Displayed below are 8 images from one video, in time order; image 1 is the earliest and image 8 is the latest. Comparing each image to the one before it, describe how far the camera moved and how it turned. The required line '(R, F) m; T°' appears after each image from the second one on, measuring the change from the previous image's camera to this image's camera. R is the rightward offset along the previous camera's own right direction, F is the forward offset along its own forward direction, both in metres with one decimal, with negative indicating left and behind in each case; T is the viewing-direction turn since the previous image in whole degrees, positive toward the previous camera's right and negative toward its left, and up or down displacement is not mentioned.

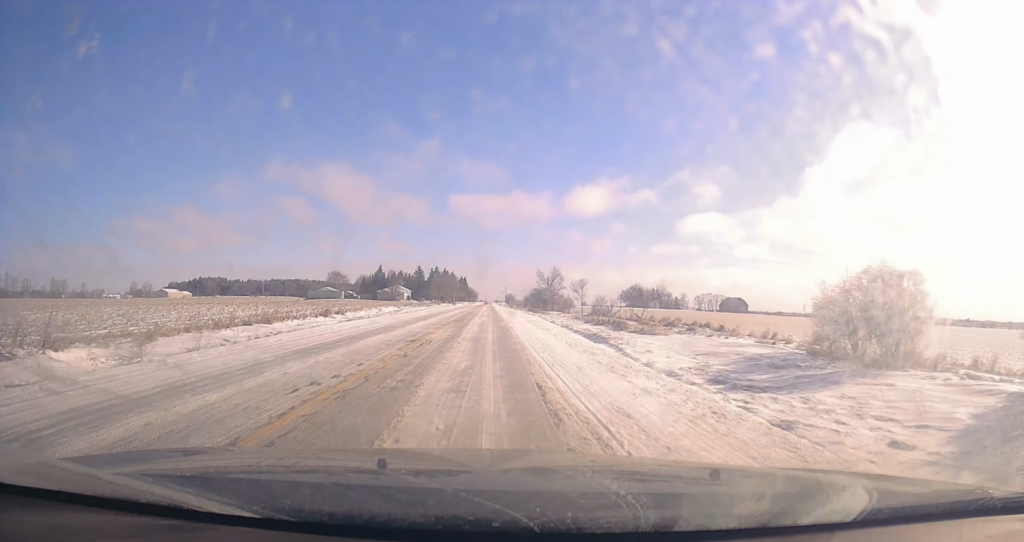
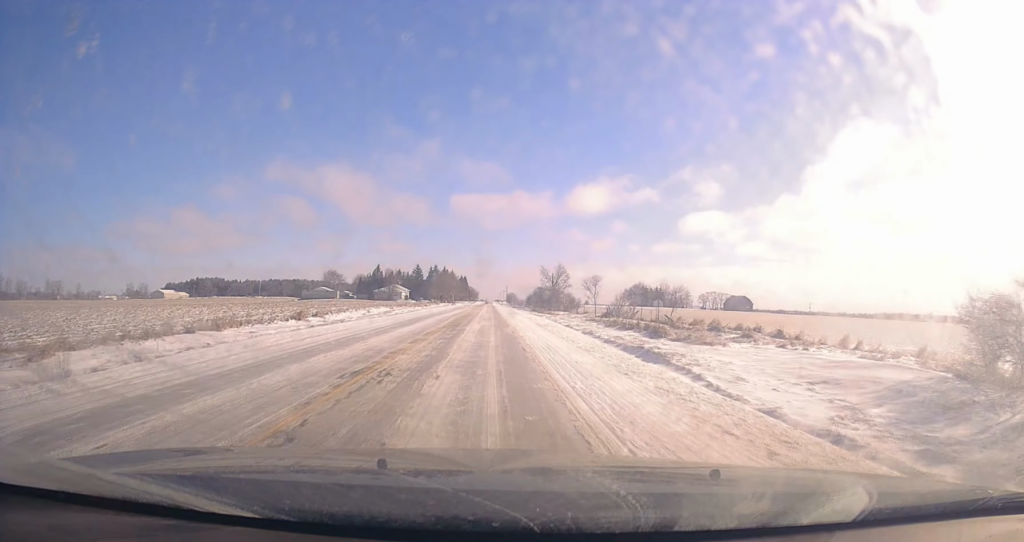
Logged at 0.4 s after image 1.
(+0.2, +7.2) m; 0°
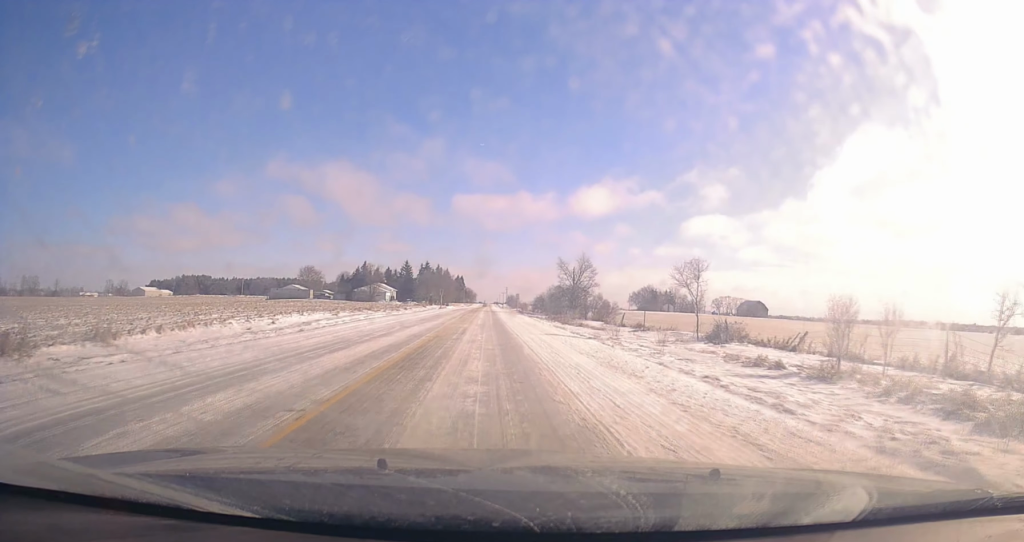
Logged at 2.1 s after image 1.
(-0.9, +28.3) m; -2°
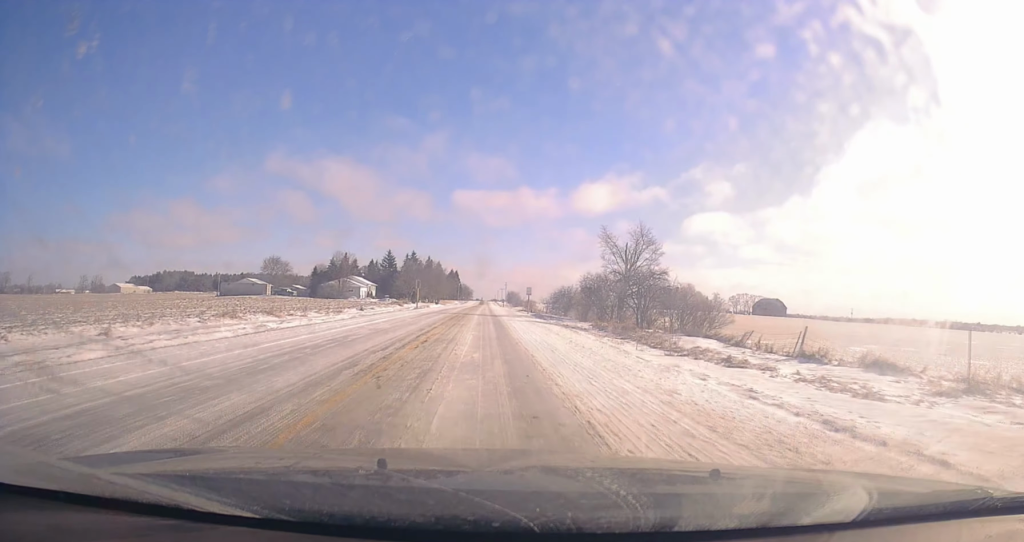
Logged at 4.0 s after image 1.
(+0.7, +31.4) m; +2°
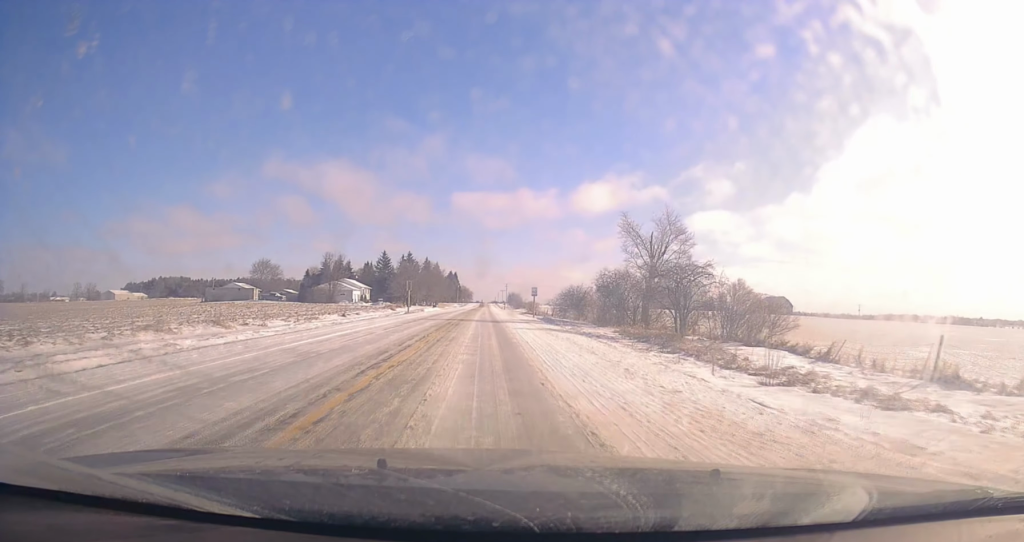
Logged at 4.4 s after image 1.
(+0.3, +7.6) m; 0°
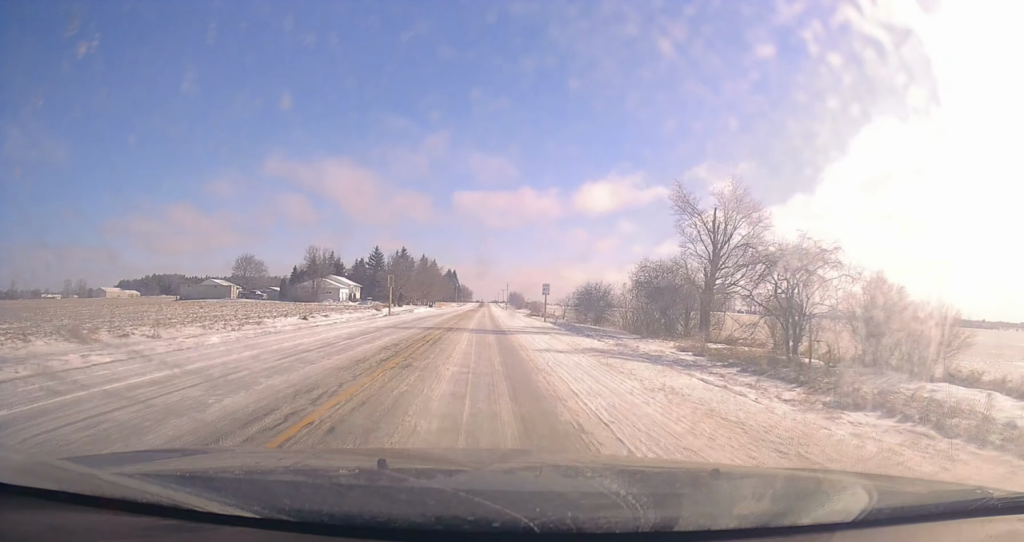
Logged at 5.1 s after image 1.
(-0.4, +11.7) m; -2°
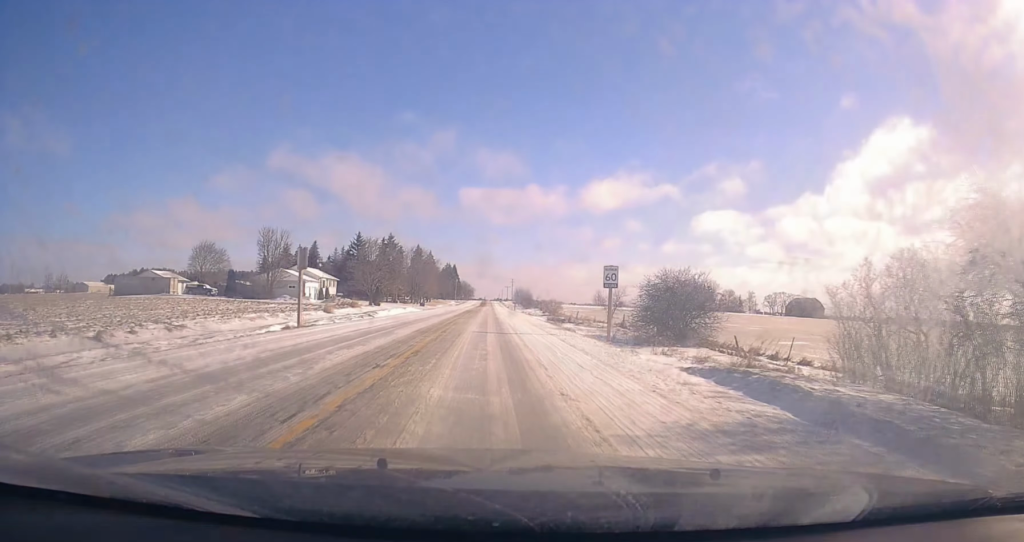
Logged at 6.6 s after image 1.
(-0.4, +24.6) m; 0°
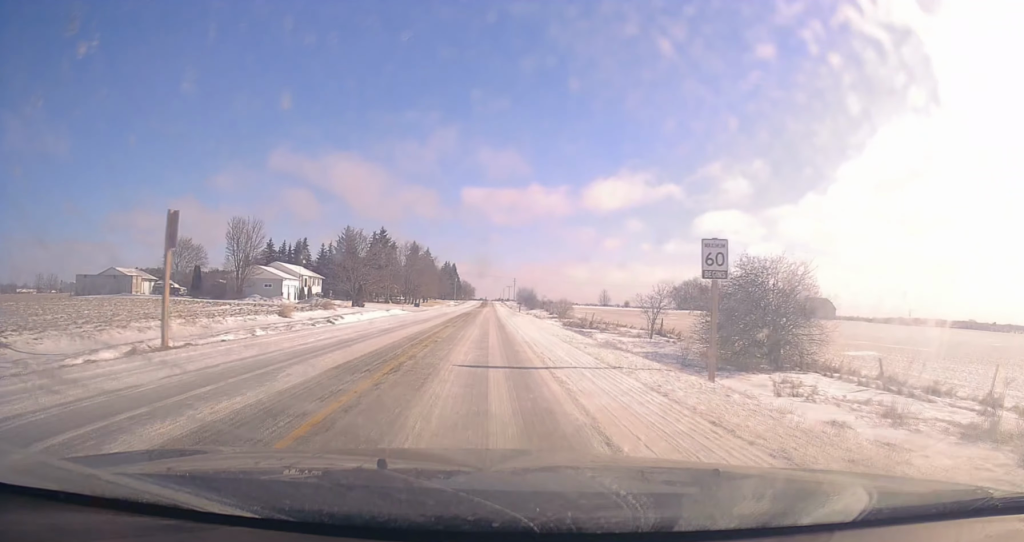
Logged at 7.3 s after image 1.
(+0.2, +11.8) m; 0°
